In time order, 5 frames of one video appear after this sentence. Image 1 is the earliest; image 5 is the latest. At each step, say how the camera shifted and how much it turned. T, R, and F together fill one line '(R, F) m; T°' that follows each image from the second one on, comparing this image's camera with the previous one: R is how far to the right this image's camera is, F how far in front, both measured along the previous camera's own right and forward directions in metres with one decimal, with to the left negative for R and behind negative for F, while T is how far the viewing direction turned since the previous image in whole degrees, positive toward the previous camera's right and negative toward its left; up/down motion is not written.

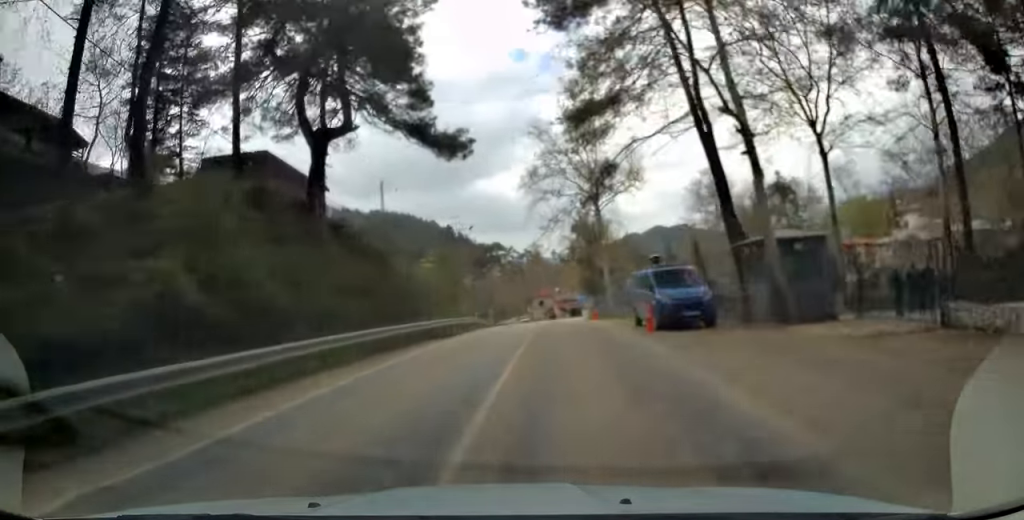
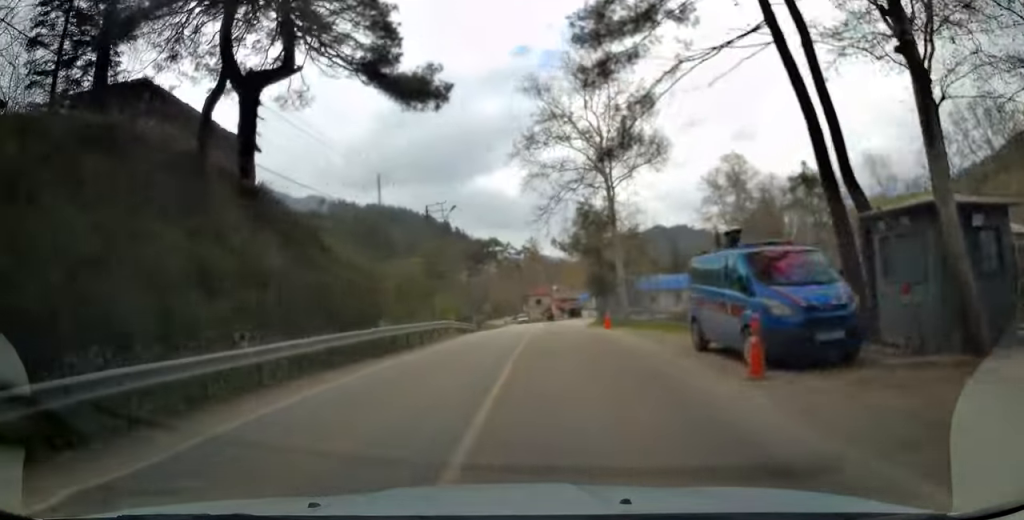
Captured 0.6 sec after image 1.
(0.0, +9.3) m; +1°
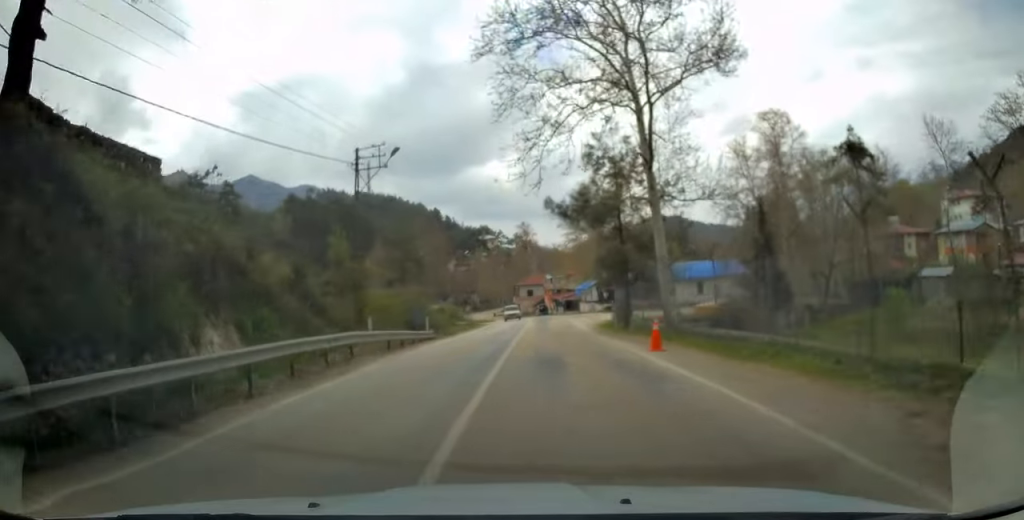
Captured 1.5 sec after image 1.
(+0.1, +14.2) m; +1°
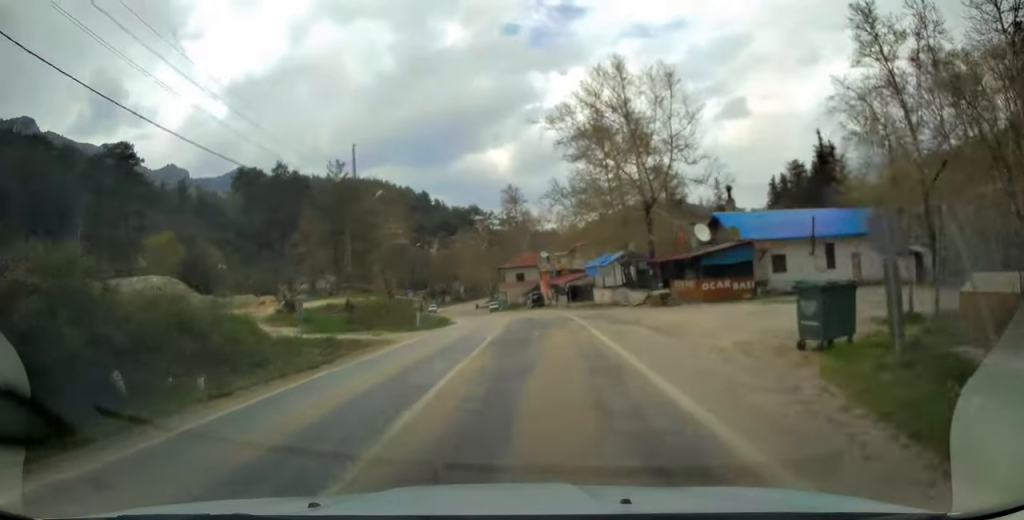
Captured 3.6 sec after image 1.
(+0.2, +31.4) m; 0°
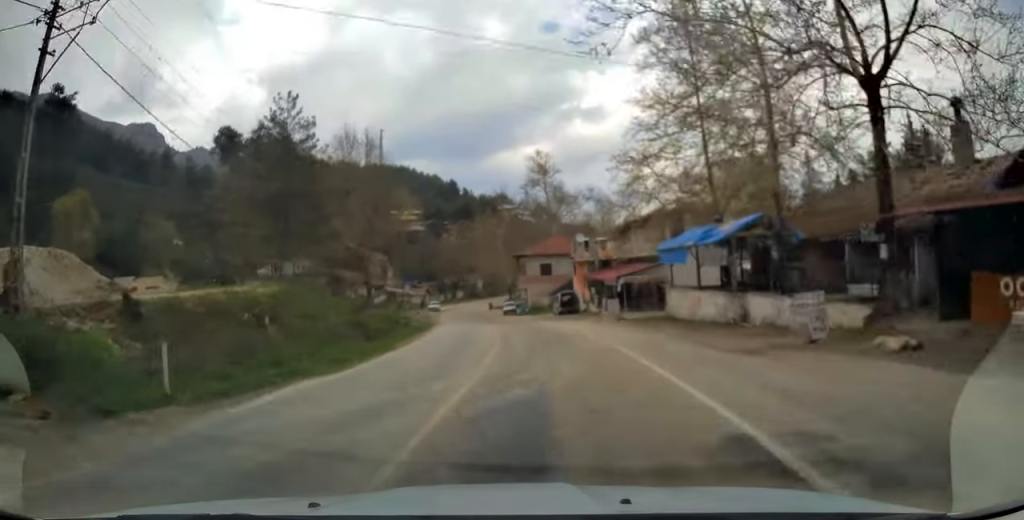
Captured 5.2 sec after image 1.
(-0.6, +24.4) m; -3°
